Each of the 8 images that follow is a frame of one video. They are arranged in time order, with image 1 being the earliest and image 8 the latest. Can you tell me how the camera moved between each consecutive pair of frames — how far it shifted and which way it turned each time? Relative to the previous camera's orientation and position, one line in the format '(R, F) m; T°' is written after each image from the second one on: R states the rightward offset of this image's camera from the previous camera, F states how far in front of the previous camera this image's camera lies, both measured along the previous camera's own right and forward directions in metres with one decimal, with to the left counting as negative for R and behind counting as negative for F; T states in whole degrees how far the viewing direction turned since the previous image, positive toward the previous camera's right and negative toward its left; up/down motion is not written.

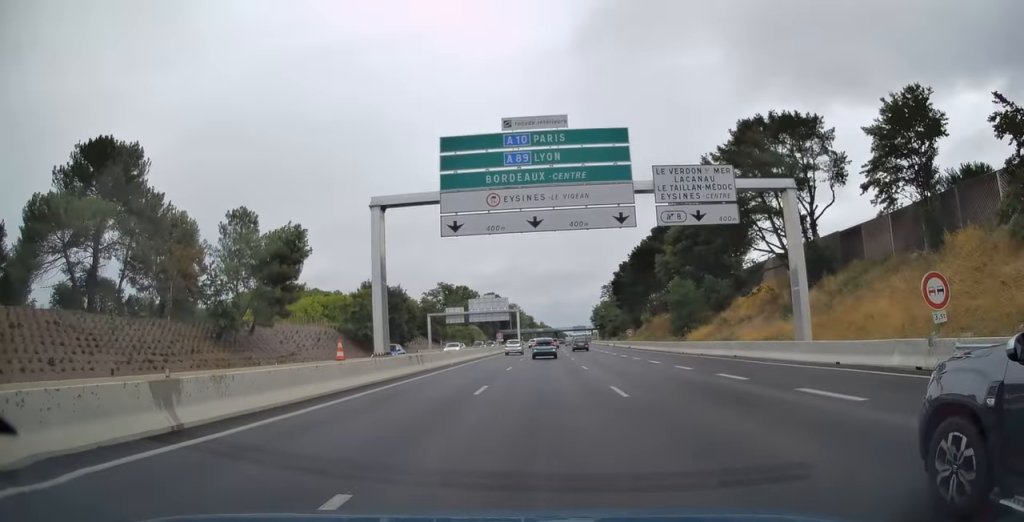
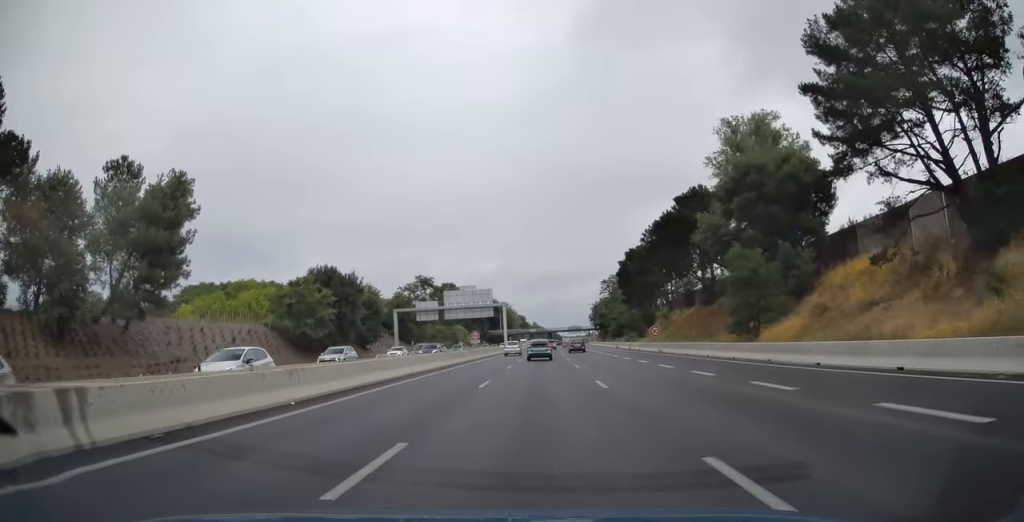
(+0.3, +23.0) m; +1°
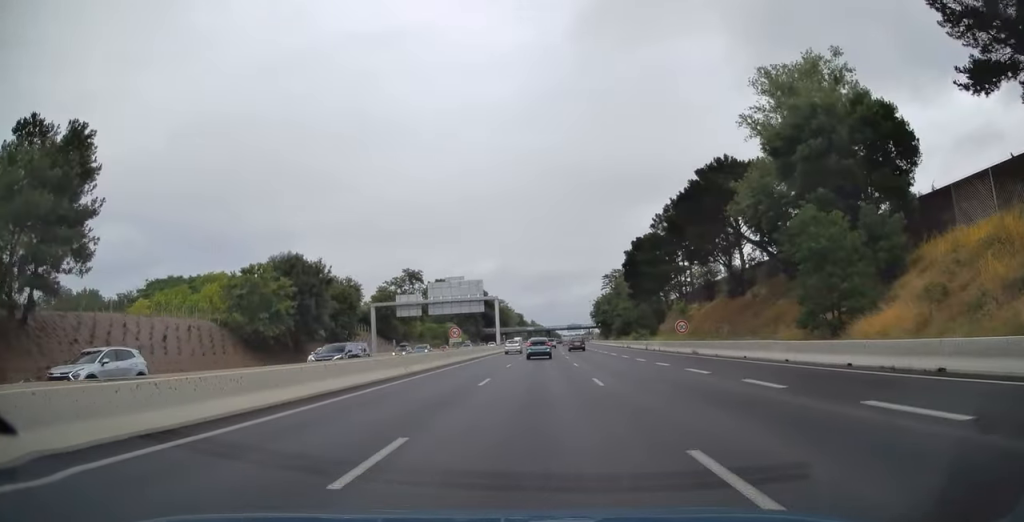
(0.0, +12.6) m; 0°
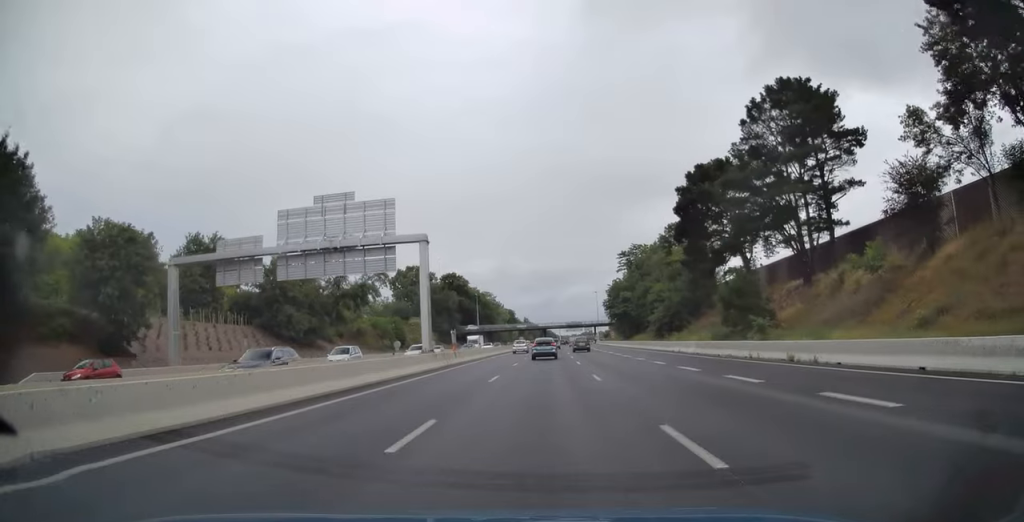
(+0.1, +50.0) m; 0°
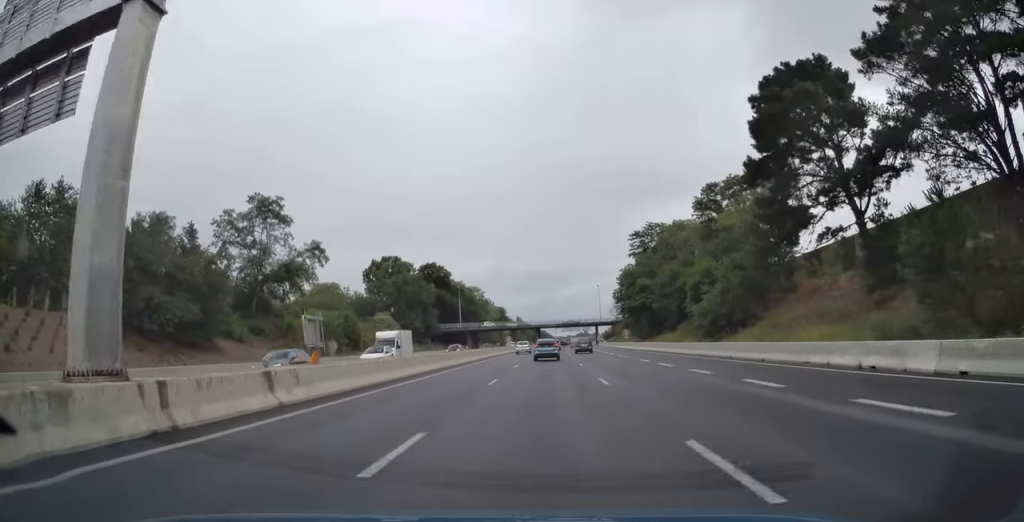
(0.0, +27.3) m; 0°
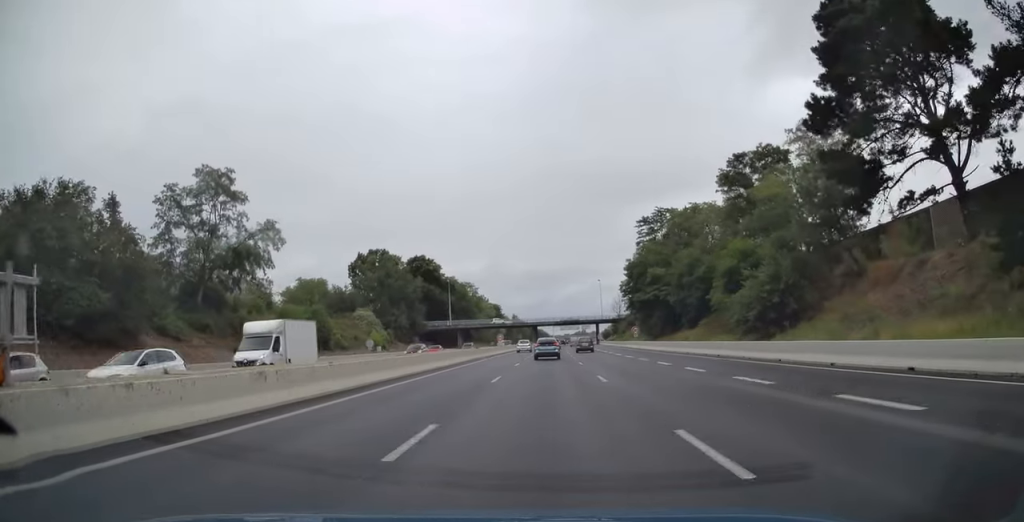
(0.0, +12.2) m; 0°
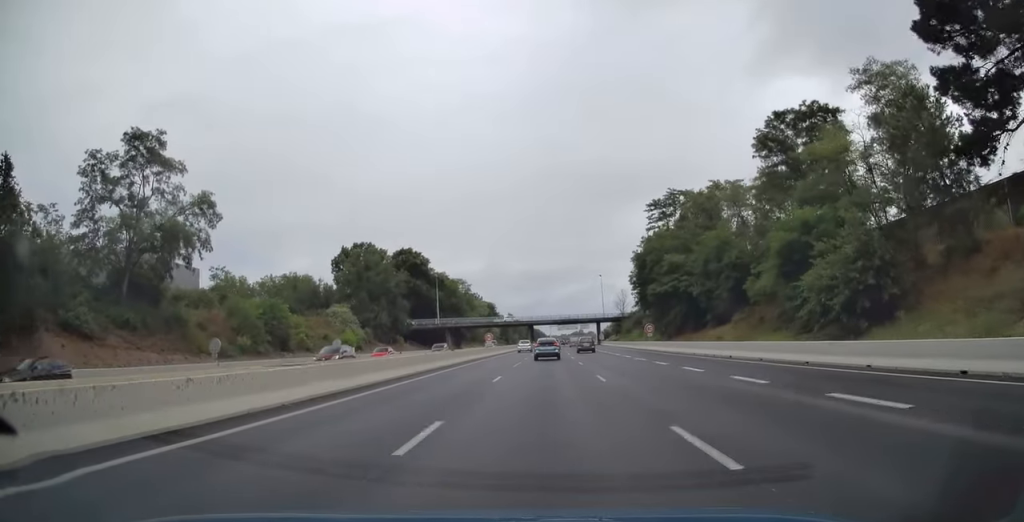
(0.0, +12.6) m; 0°
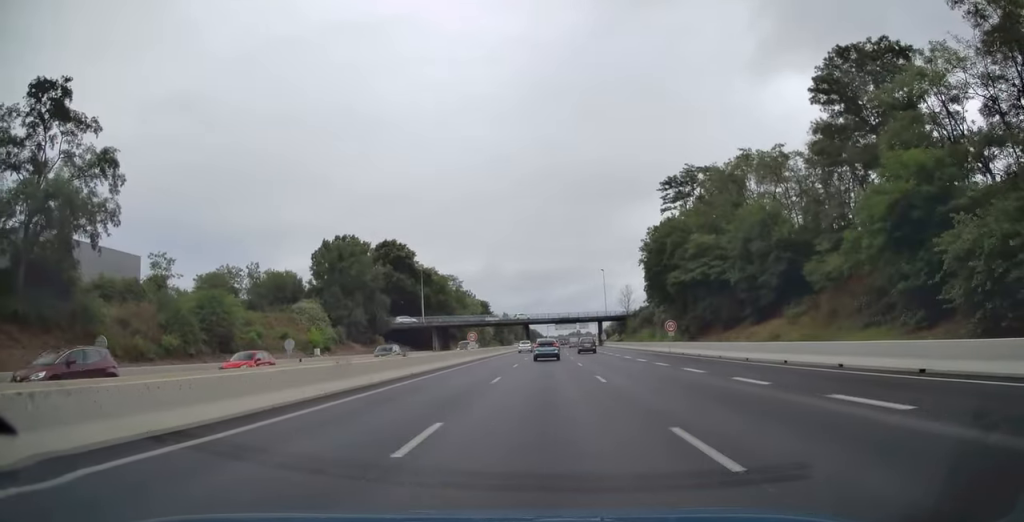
(+0.1, +13.0) m; 0°
